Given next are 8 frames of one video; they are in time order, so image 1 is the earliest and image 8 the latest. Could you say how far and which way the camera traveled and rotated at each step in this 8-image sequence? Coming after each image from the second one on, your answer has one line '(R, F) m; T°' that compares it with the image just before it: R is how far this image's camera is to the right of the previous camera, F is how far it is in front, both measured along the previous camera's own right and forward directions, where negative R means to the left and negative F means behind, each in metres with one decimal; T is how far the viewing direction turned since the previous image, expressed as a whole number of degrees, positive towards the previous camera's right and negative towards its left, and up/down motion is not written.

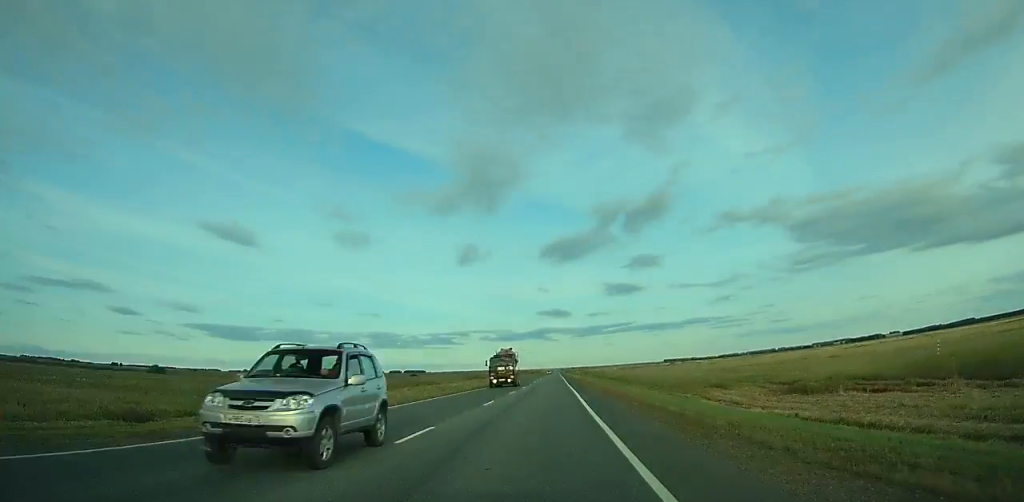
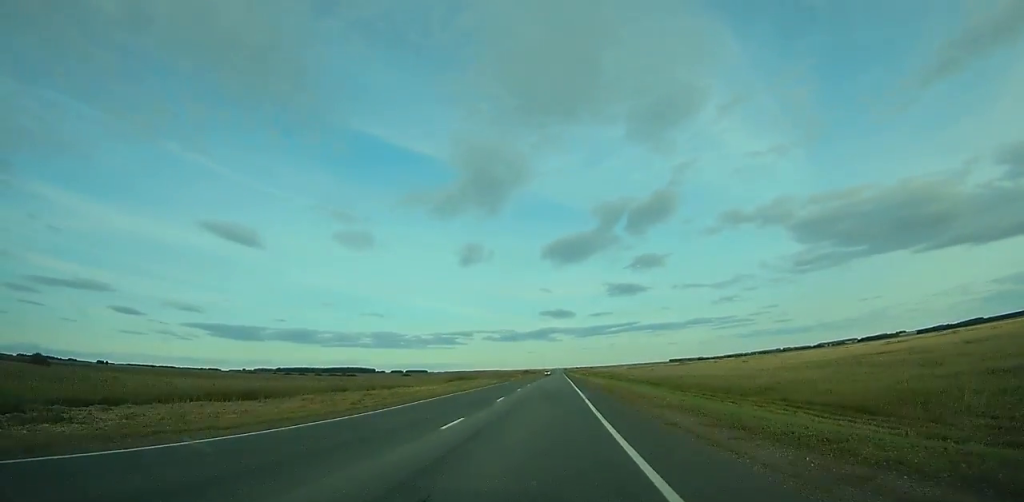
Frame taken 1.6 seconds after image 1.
(0.0, +48.0) m; 0°
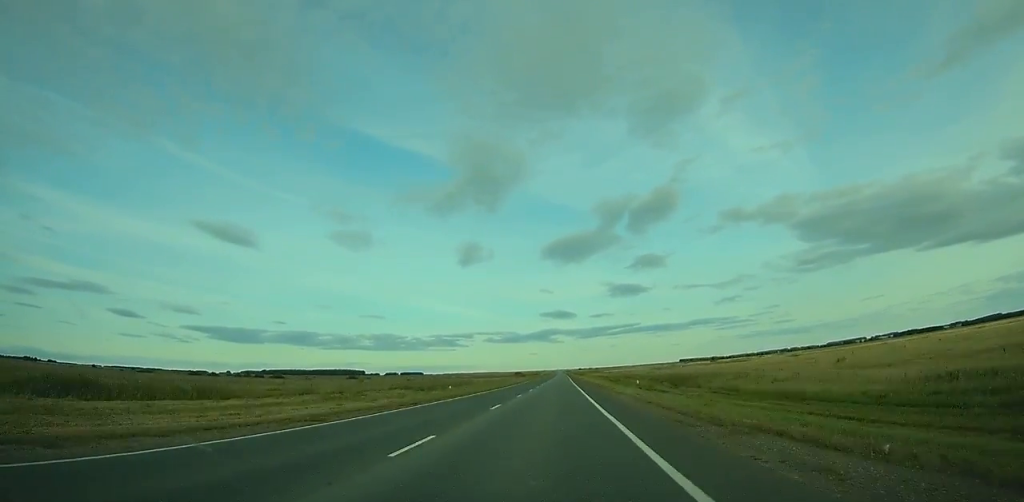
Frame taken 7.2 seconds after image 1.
(-0.3, +164.7) m; 0°
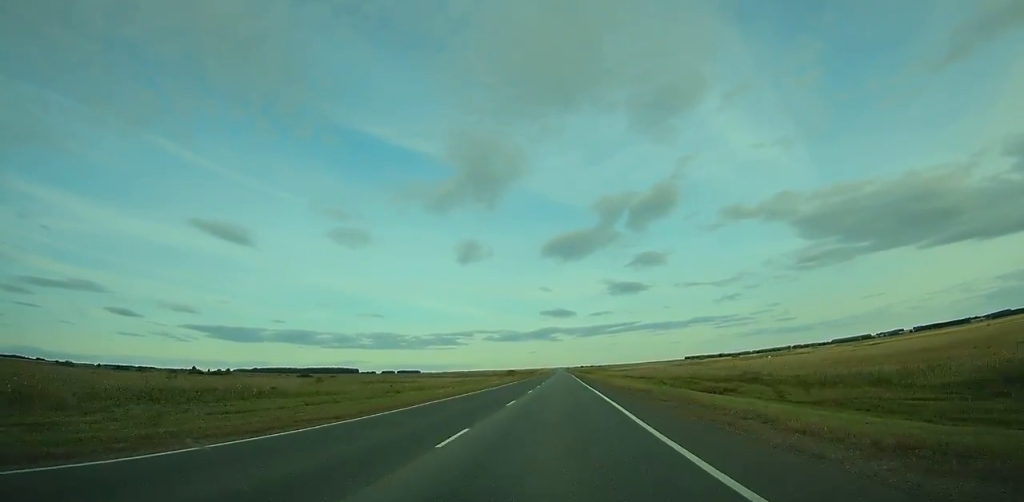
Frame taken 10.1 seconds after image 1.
(-0.1, +83.4) m; 0°
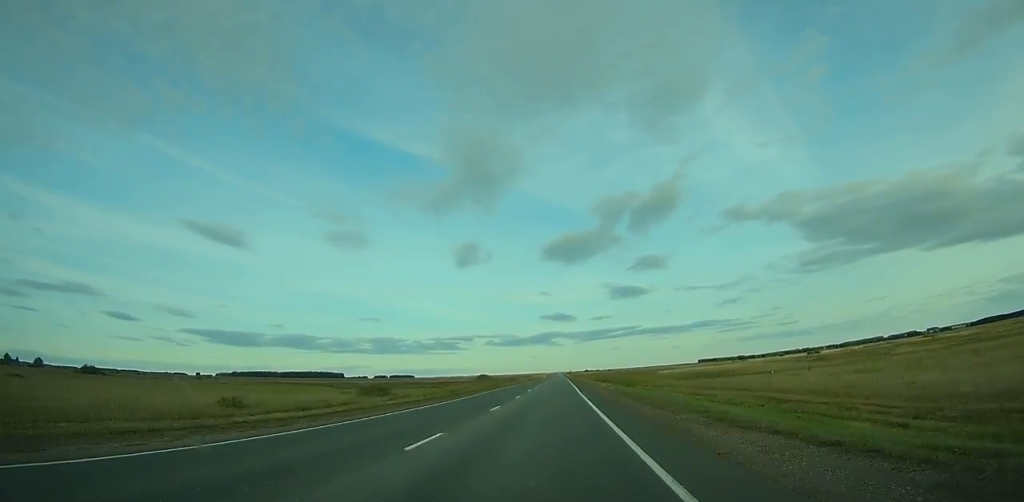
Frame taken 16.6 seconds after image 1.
(+0.6, +180.0) m; 0°
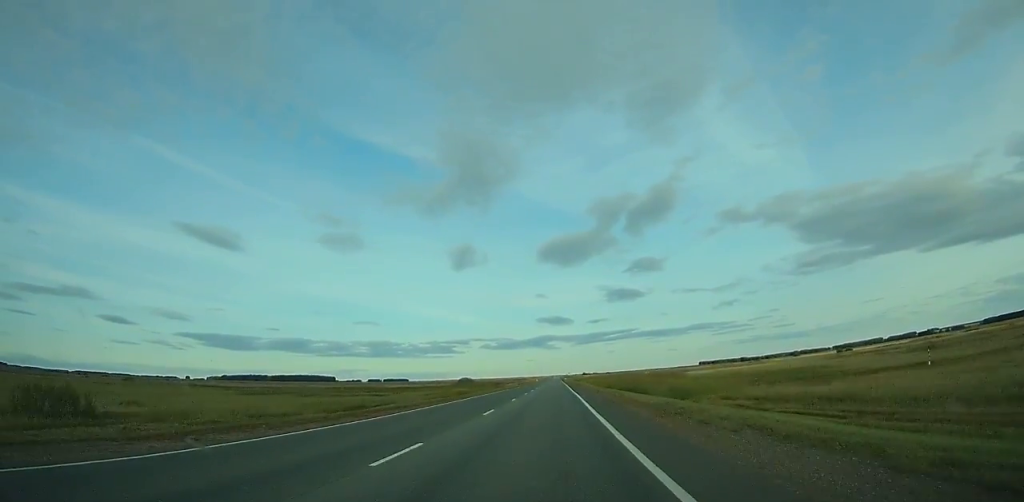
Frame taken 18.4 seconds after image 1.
(-0.1, +47.8) m; 0°
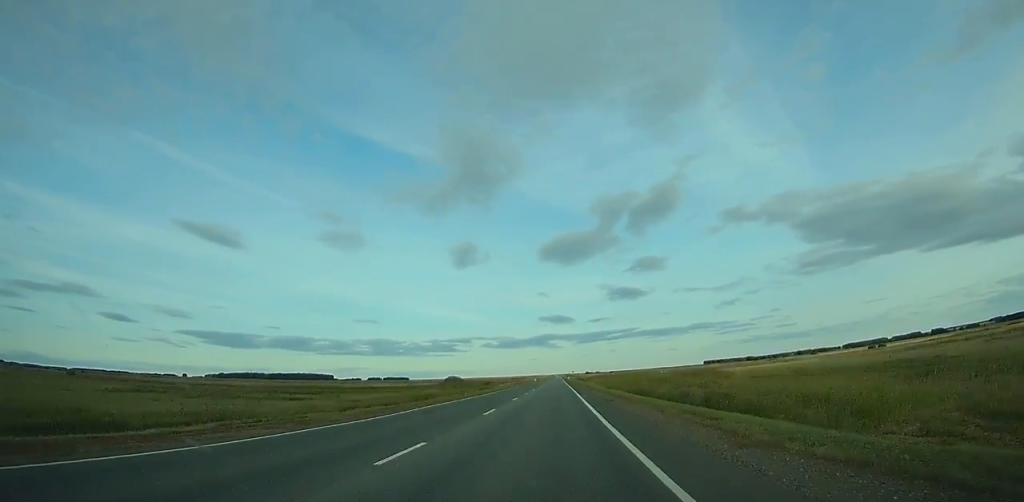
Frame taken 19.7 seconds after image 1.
(0.0, +34.3) m; 0°
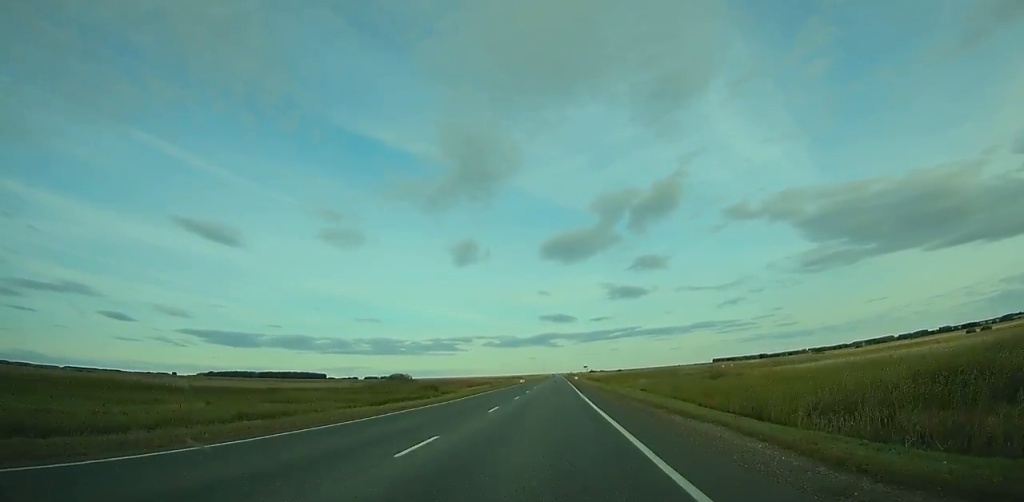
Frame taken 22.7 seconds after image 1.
(0.0, +78.6) m; 0°
